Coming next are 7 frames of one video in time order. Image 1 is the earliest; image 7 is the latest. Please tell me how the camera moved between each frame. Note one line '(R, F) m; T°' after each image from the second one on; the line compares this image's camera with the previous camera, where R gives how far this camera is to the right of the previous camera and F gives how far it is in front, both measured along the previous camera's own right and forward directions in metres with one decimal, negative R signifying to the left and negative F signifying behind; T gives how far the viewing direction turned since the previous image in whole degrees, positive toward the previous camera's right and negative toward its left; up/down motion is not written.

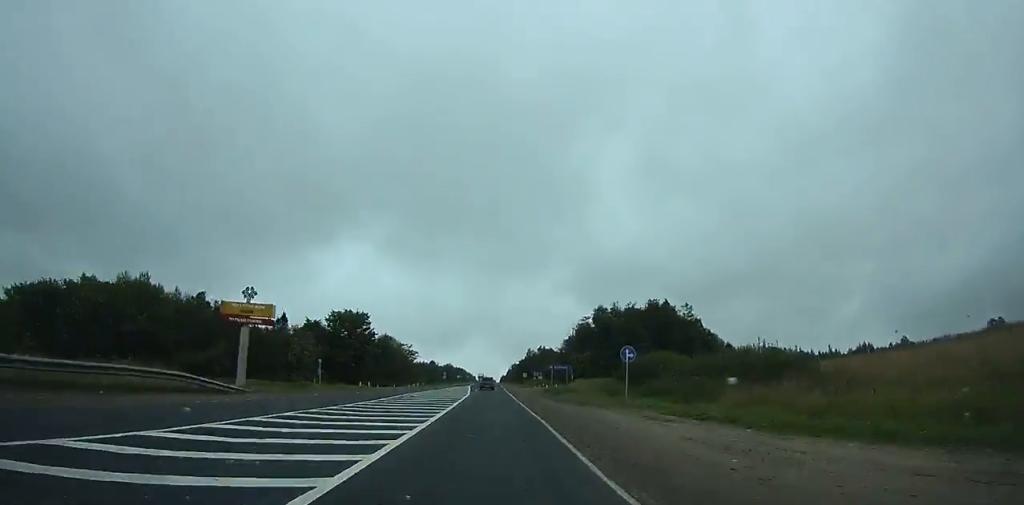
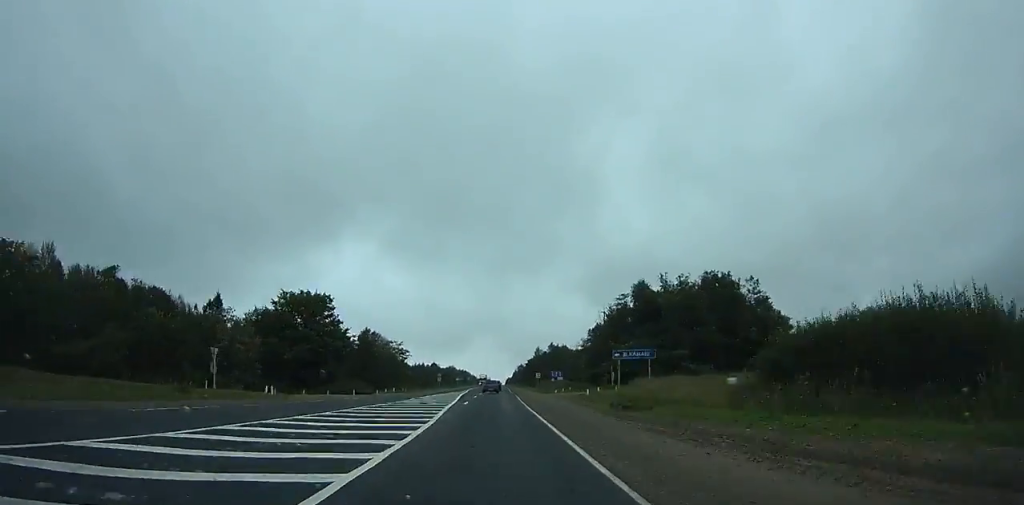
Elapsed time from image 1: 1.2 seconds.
(-0.1, +28.6) m; 0°
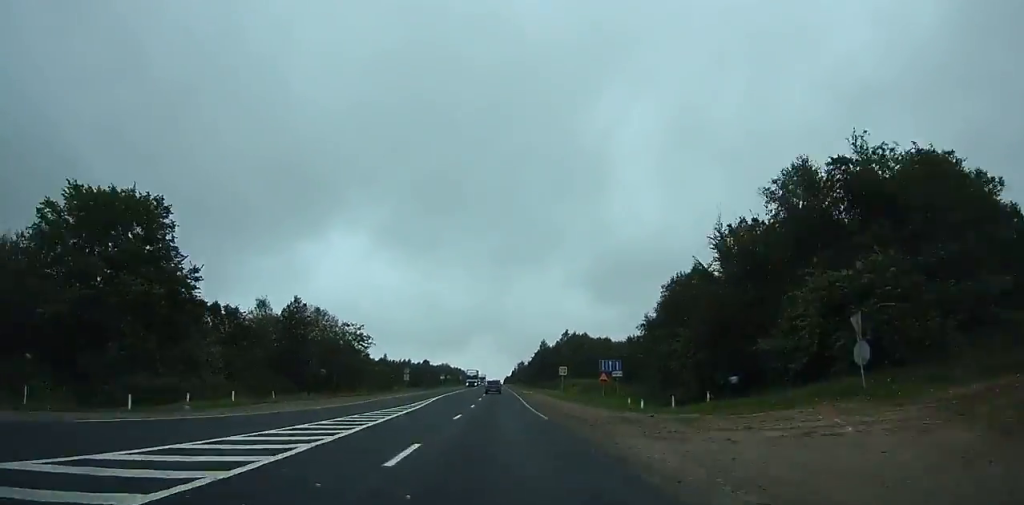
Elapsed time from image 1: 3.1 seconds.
(-0.1, +45.1) m; 0°
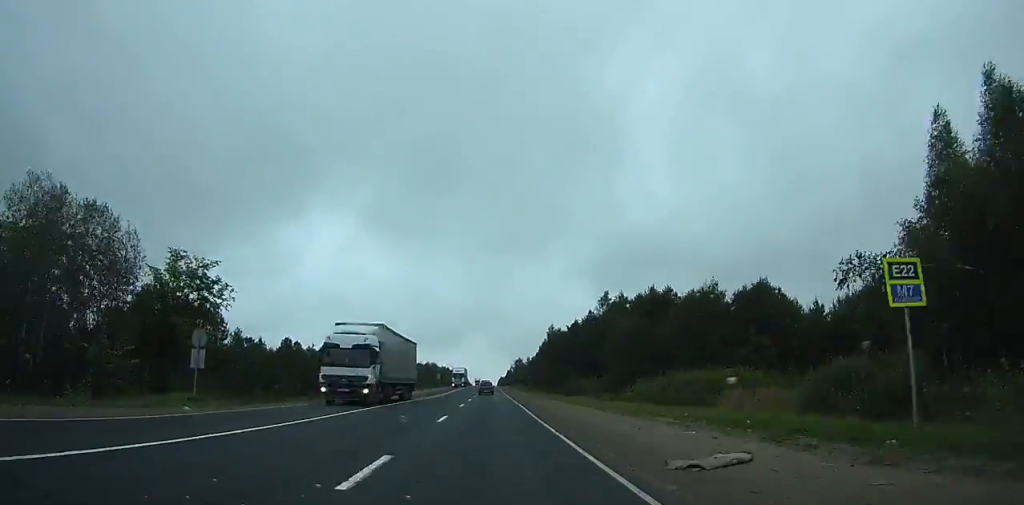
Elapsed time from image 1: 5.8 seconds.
(+0.3, +62.6) m; 0°
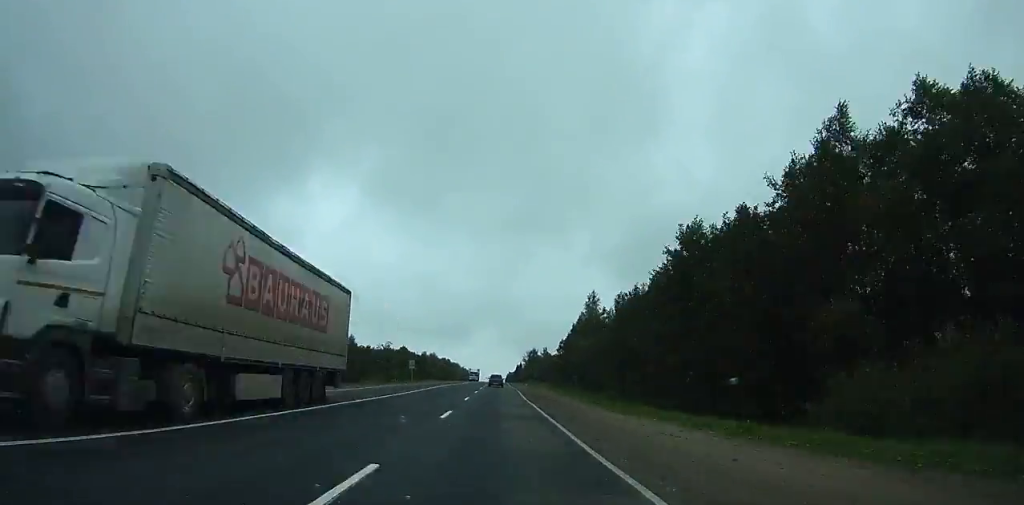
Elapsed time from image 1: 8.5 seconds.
(-0.3, +61.3) m; 0°
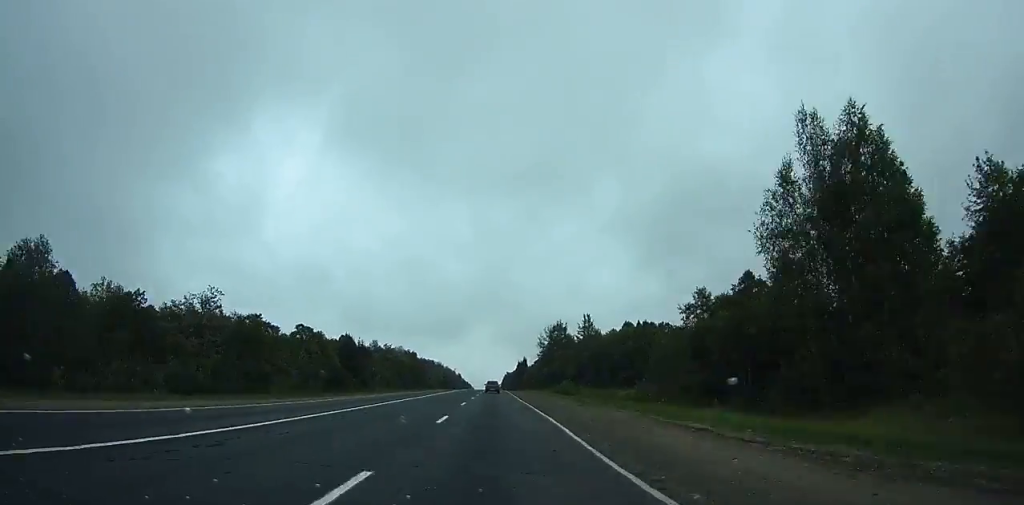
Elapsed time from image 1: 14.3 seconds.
(+0.3, +131.7) m; 0°
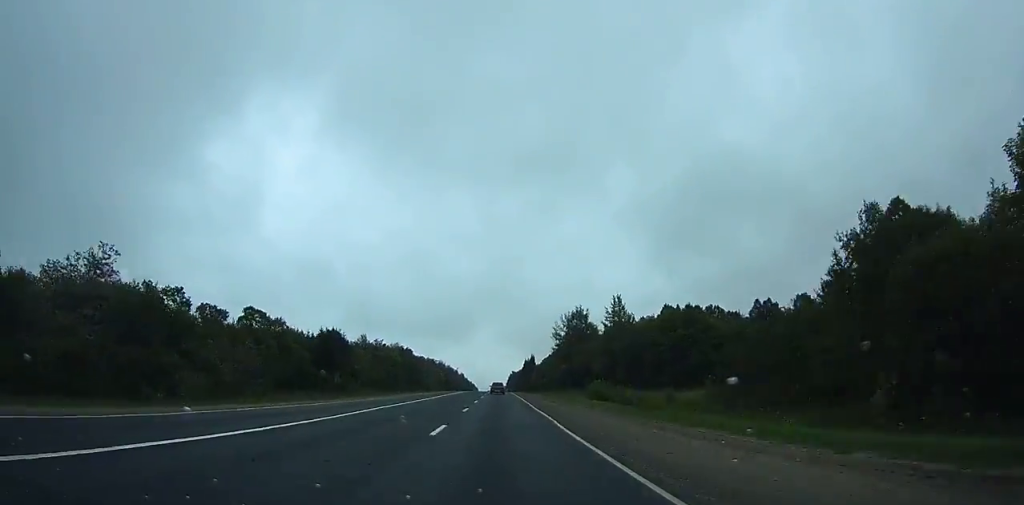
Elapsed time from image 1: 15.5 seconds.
(0.0, +27.6) m; 0°
